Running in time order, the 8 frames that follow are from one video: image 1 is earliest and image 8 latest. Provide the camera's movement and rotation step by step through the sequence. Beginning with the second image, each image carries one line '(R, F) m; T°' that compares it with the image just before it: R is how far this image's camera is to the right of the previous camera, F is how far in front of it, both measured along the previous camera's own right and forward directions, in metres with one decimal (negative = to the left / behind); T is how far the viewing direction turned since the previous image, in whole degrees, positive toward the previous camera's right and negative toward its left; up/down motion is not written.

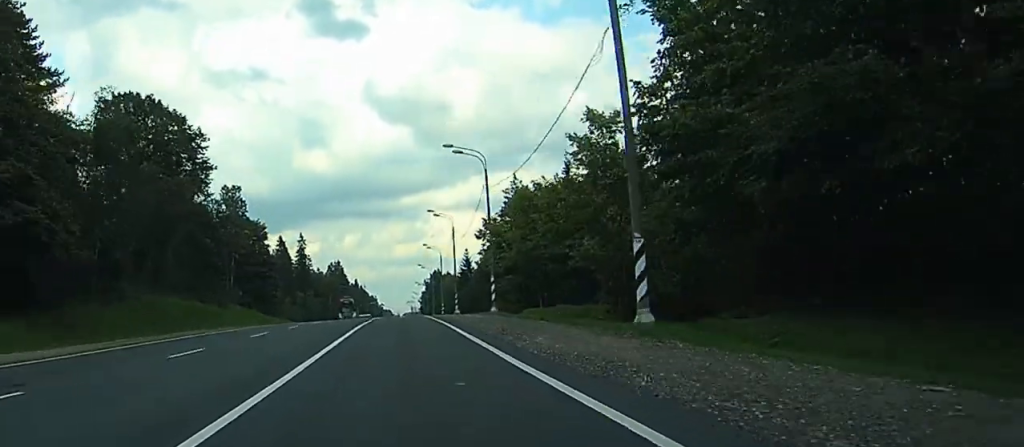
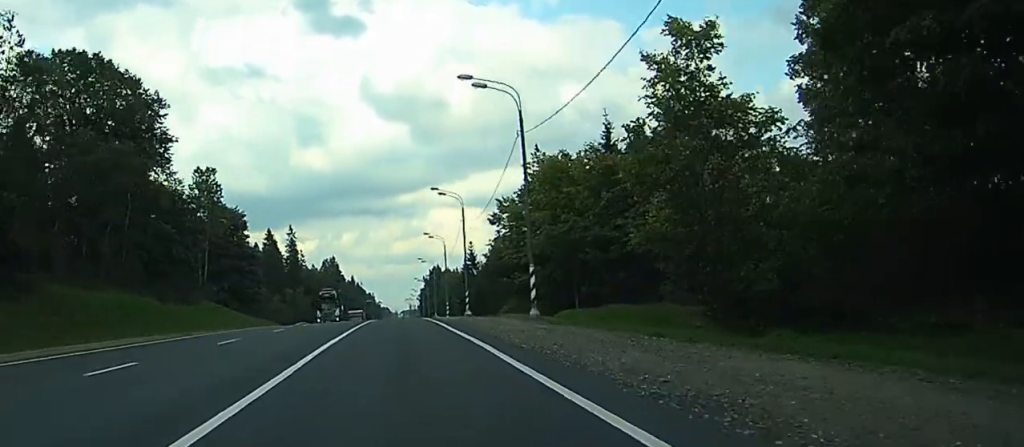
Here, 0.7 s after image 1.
(+0.1, +17.8) m; 0°
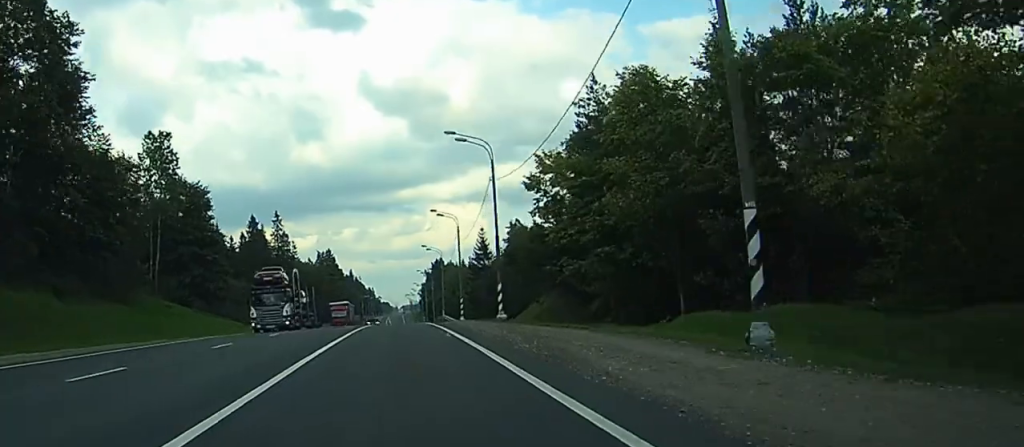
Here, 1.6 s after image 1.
(0.0, +24.8) m; 0°
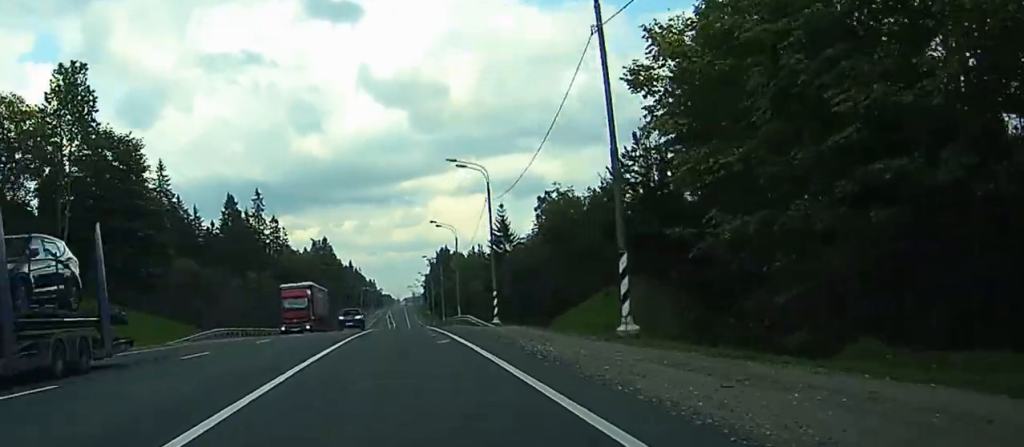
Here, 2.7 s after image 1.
(0.0, +28.1) m; 0°
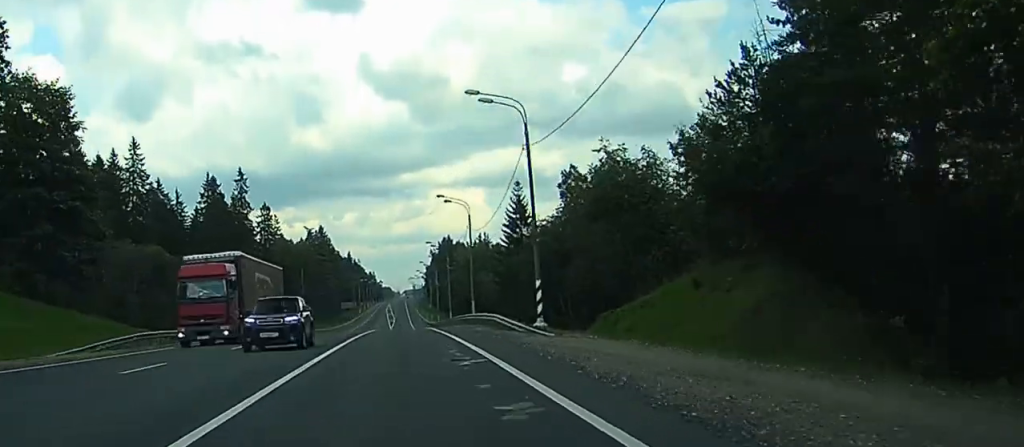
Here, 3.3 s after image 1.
(+0.1, +17.4) m; 0°
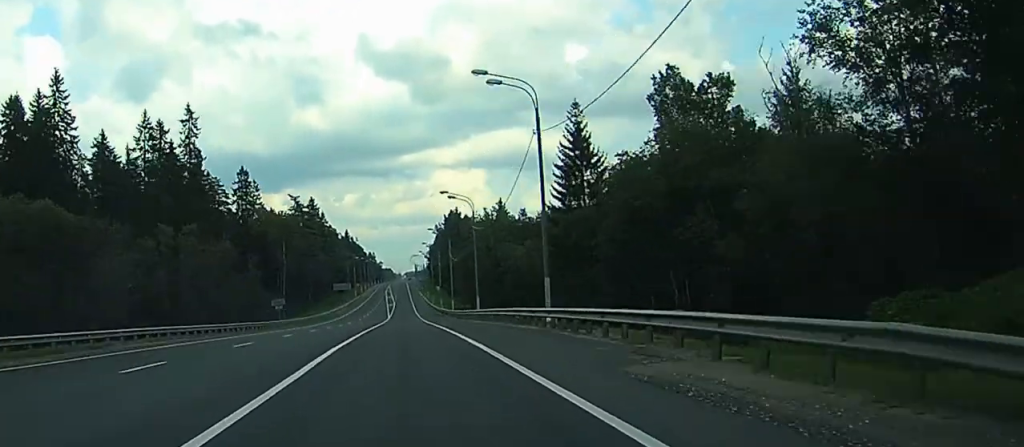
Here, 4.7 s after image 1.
(-0.4, +36.5) m; -1°
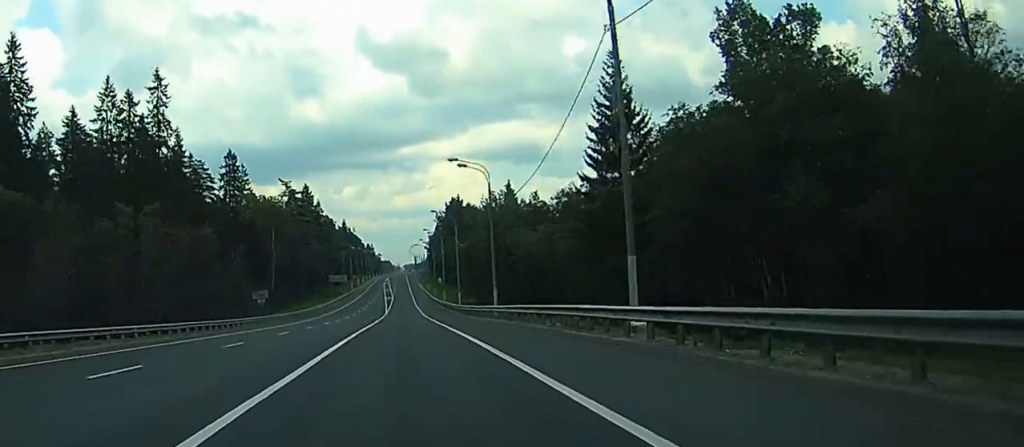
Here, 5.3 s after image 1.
(+0.1, +13.9) m; 0°
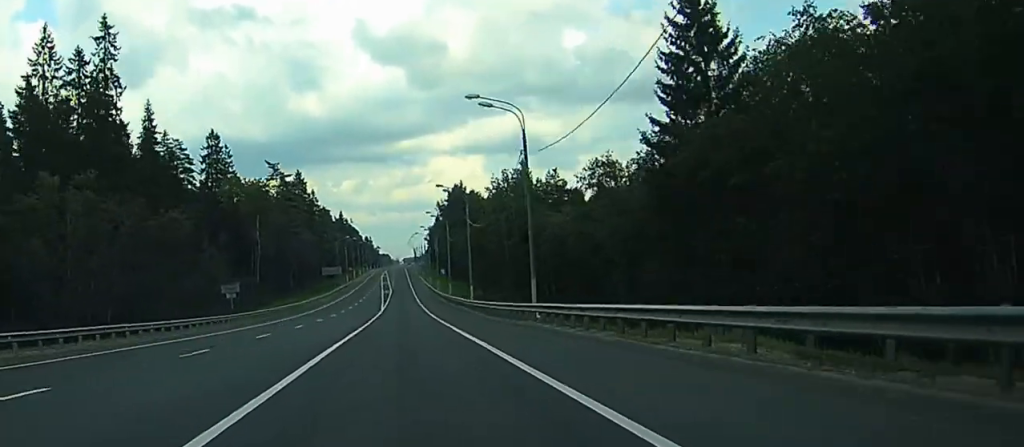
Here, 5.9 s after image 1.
(+0.1, +17.4) m; +1°
